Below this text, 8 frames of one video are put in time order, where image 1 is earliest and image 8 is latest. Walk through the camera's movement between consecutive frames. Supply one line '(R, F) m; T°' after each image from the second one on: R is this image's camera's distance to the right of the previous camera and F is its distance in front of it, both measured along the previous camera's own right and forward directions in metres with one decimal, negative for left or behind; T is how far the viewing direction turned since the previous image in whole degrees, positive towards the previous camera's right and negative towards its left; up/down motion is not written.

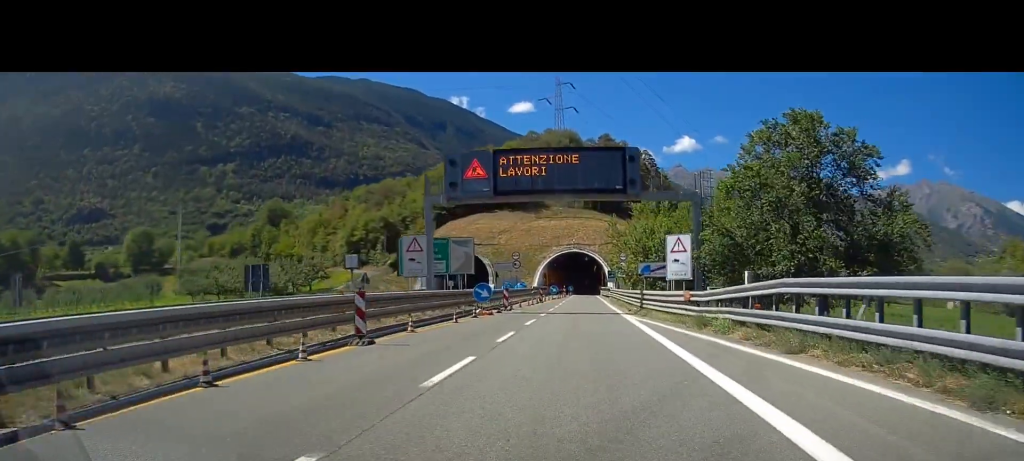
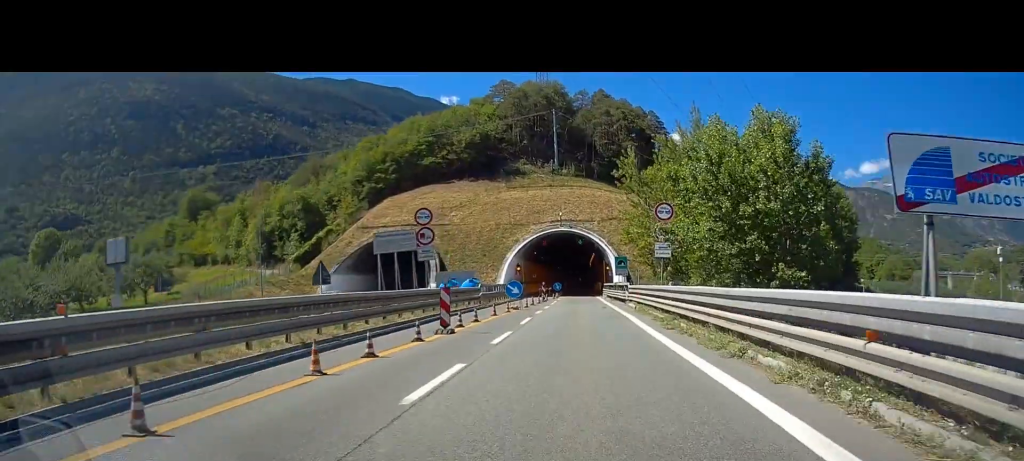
(+0.5, +36.6) m; +1°
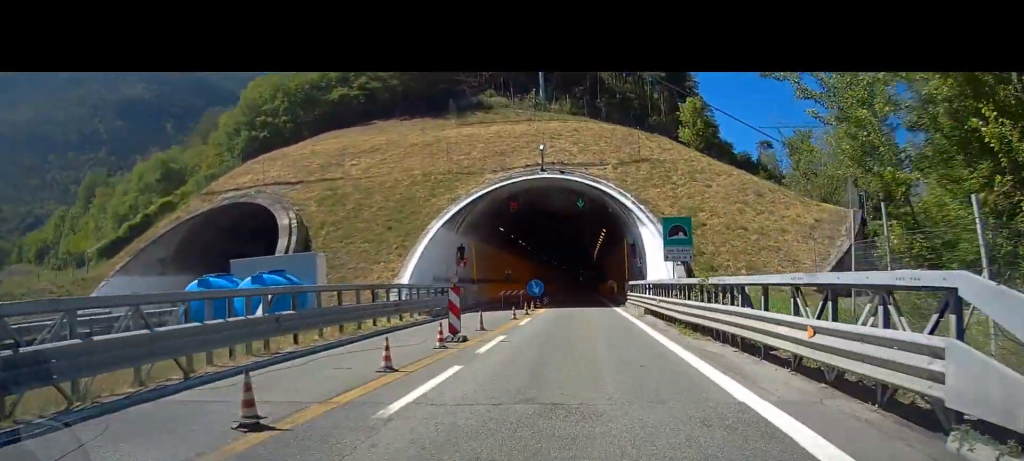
(+0.1, +36.1) m; 0°
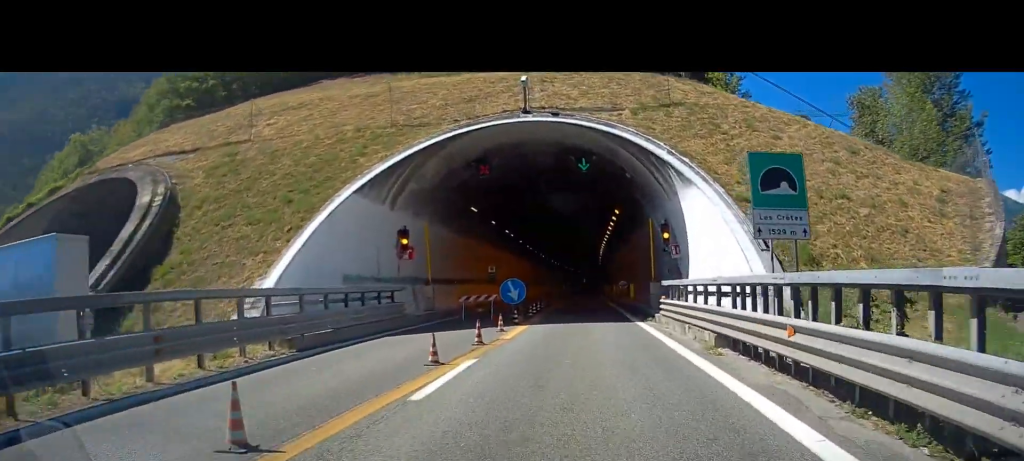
(-0.1, +13.6) m; +1°
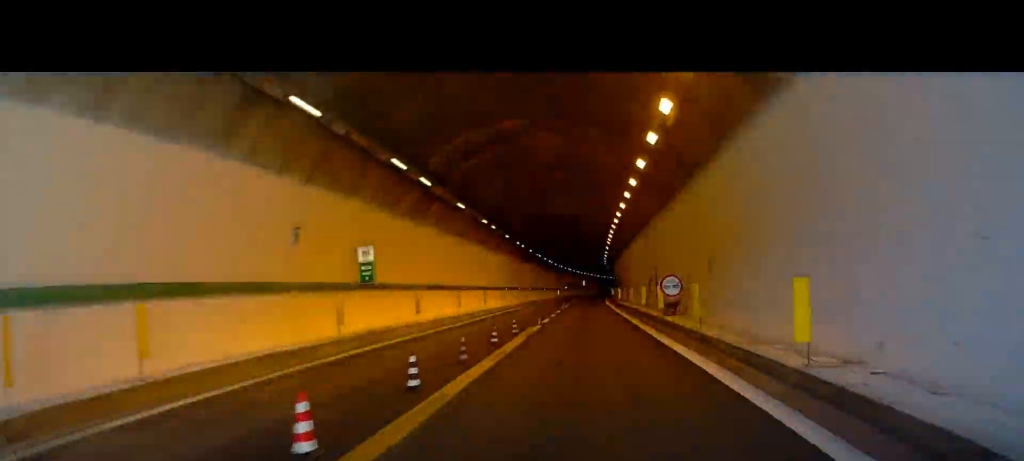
(+0.7, +28.9) m; +2°
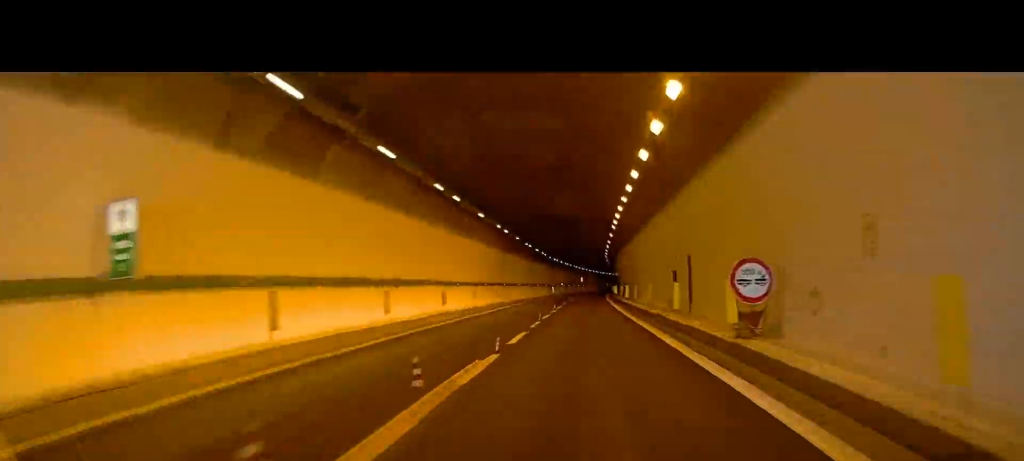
(0.0, +12.2) m; 0°
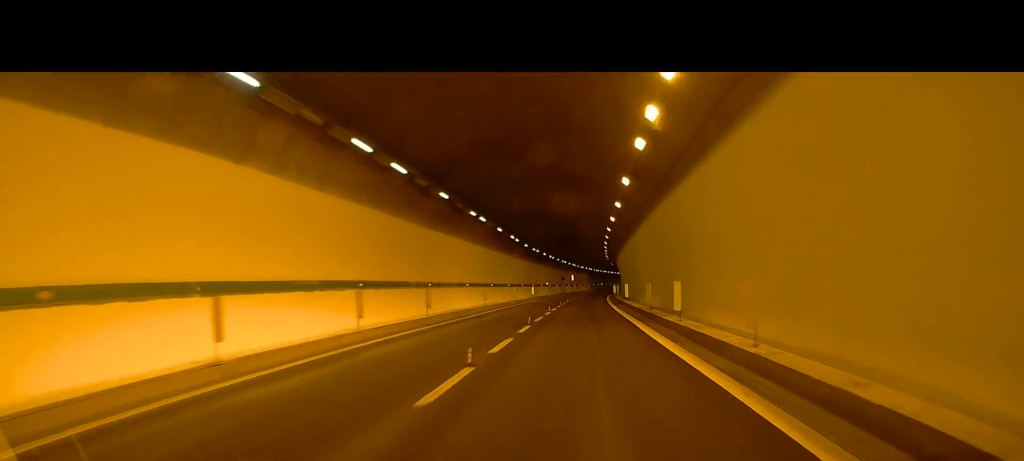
(+0.1, +27.0) m; +1°
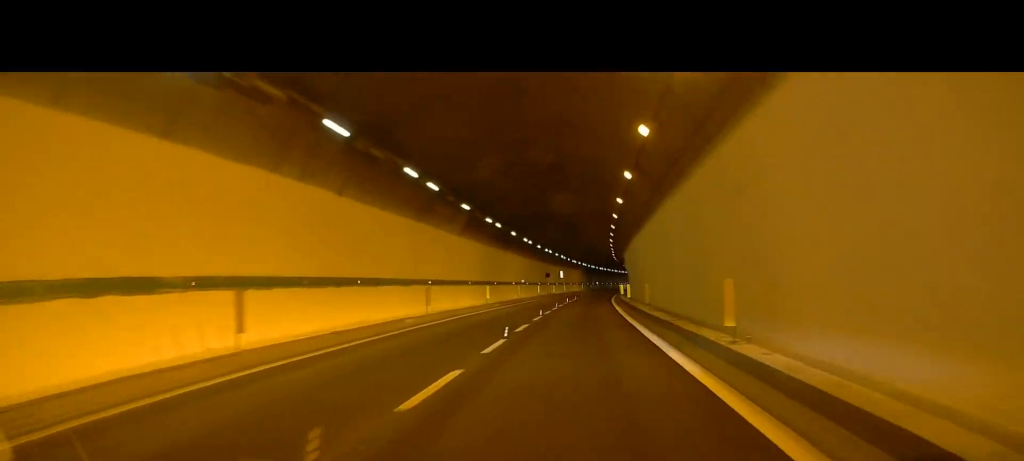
(+0.4, +31.0) m; +3°
